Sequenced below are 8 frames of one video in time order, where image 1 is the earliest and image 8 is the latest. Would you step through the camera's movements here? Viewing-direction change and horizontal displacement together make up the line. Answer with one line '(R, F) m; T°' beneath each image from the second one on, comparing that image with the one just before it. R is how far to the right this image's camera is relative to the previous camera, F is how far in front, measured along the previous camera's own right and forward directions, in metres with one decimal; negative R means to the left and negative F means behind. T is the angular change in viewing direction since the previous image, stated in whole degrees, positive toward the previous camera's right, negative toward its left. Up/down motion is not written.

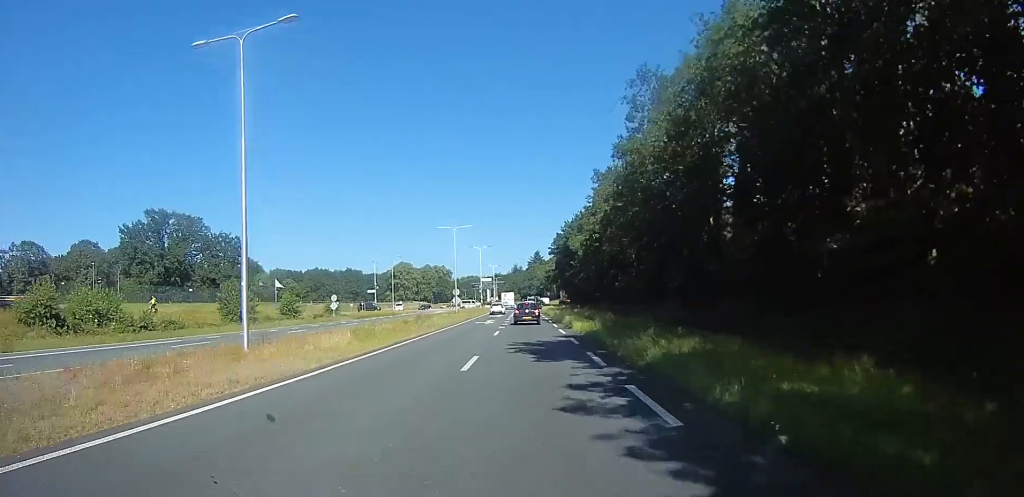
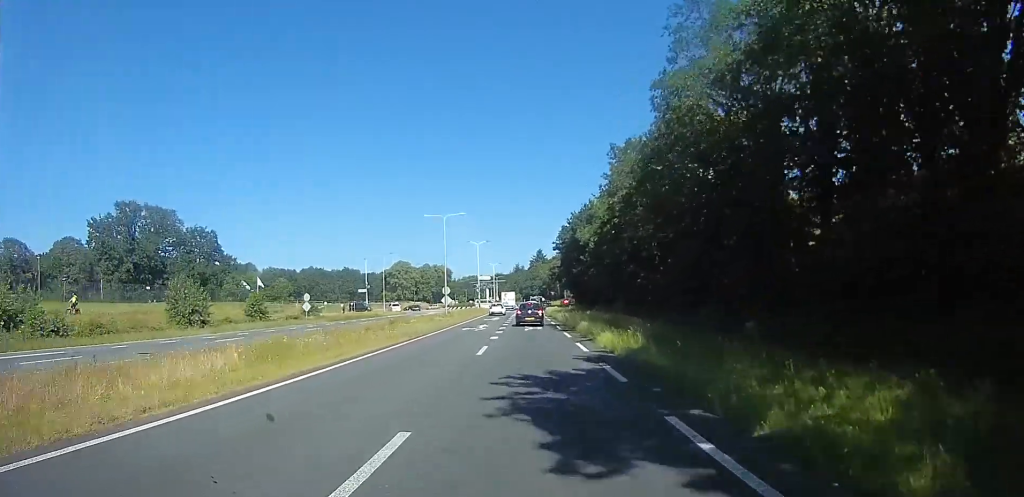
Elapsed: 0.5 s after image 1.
(+0.2, +8.7) m; +1°
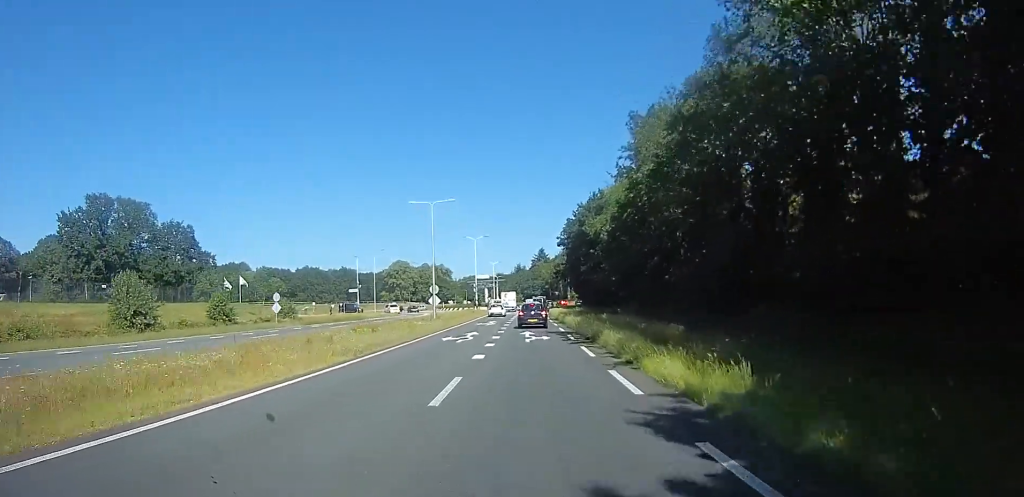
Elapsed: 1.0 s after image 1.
(+0.1, +7.6) m; +1°
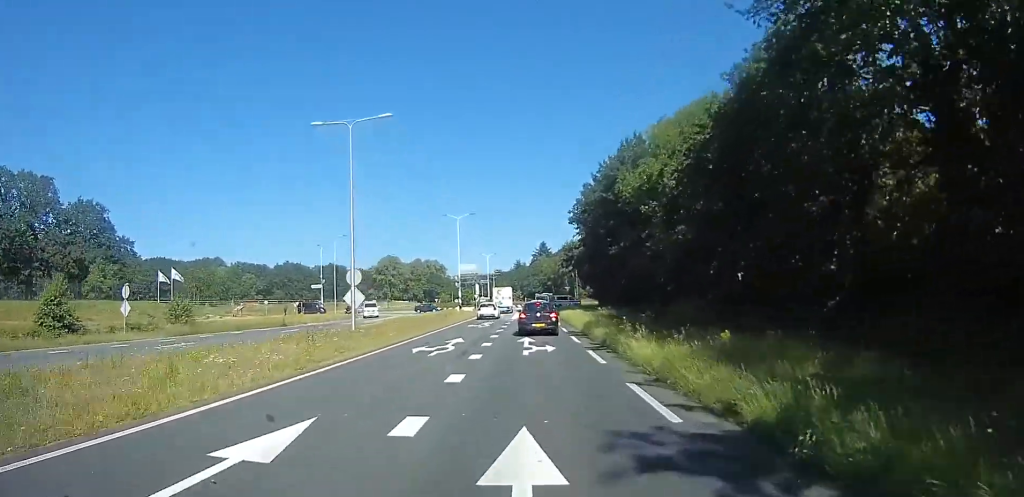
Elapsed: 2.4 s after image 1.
(-0.3, +21.1) m; -3°
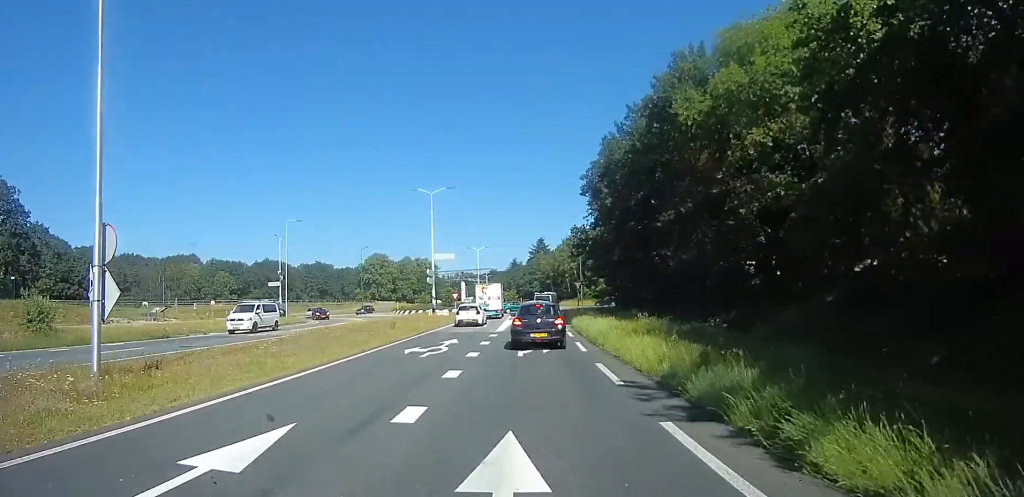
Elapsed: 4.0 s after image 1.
(-0.6, +17.6) m; -2°
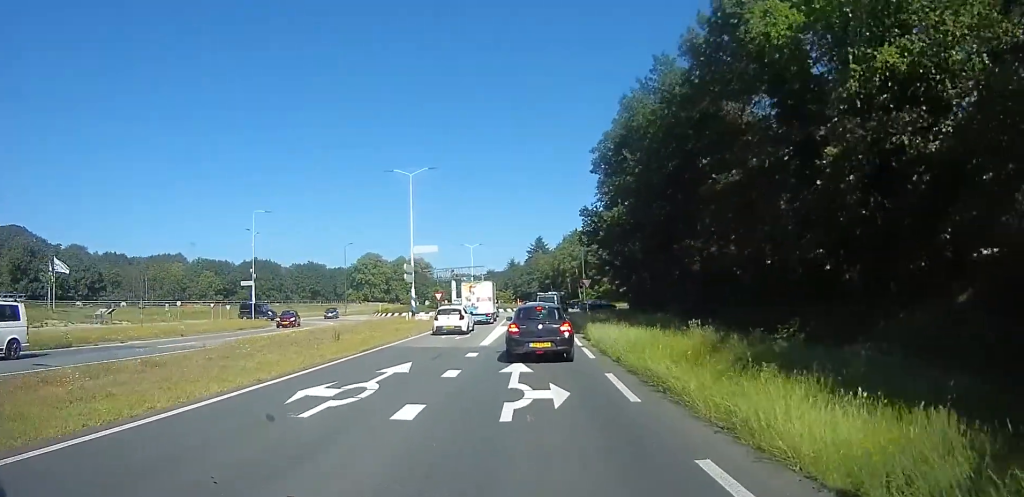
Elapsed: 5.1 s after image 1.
(0.0, +8.7) m; 0°
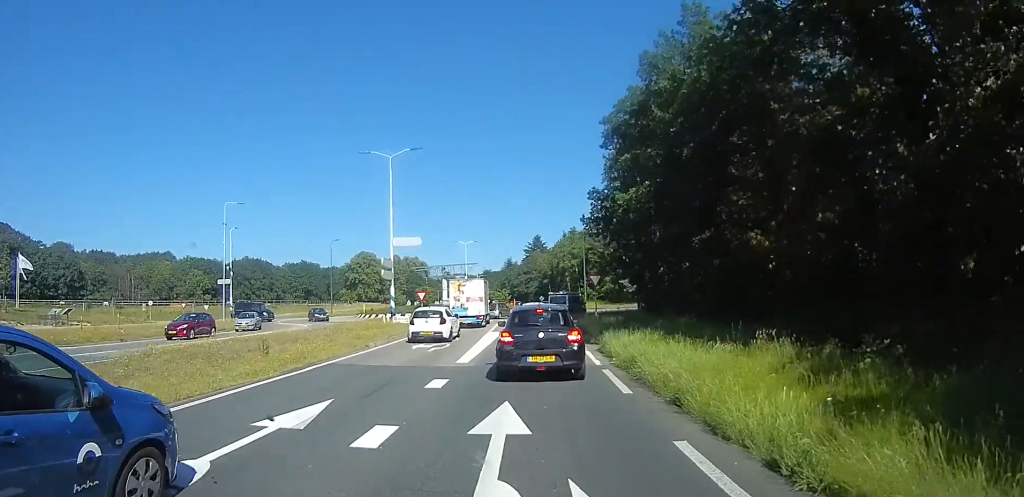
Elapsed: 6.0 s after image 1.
(0.0, +5.6) m; 0°
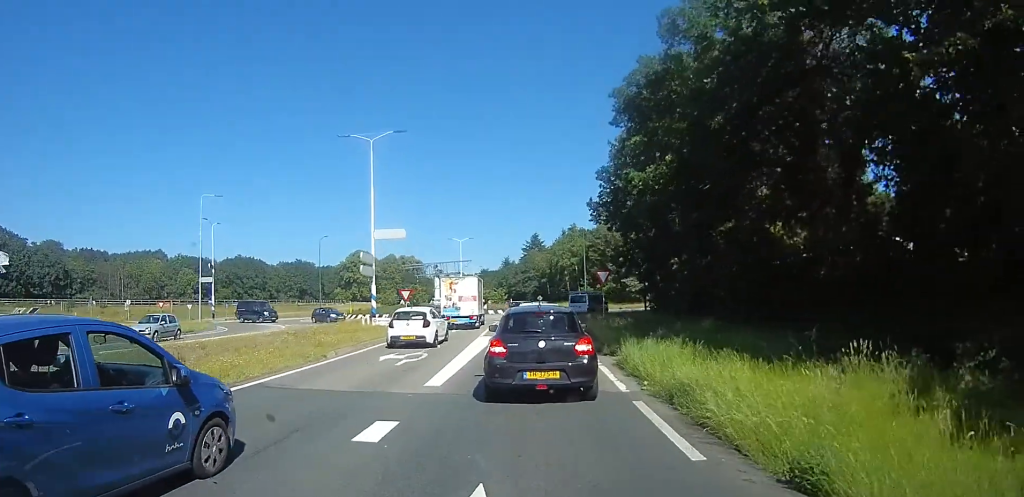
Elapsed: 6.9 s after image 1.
(0.0, +4.1) m; 0°
